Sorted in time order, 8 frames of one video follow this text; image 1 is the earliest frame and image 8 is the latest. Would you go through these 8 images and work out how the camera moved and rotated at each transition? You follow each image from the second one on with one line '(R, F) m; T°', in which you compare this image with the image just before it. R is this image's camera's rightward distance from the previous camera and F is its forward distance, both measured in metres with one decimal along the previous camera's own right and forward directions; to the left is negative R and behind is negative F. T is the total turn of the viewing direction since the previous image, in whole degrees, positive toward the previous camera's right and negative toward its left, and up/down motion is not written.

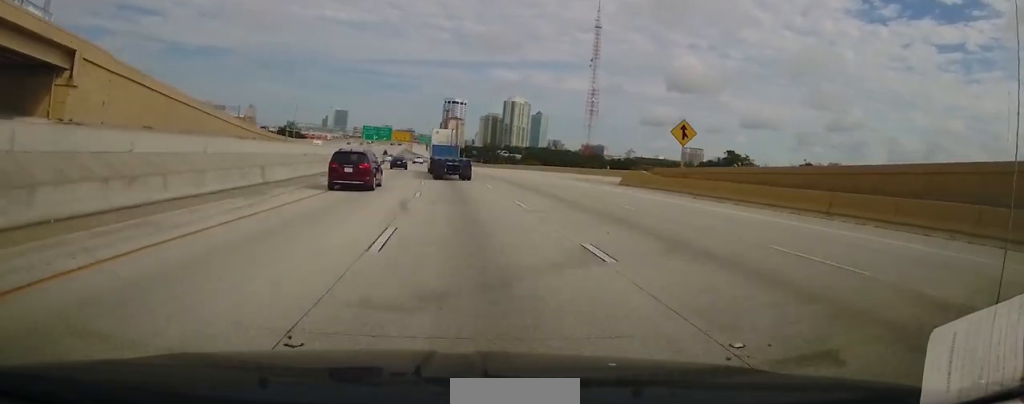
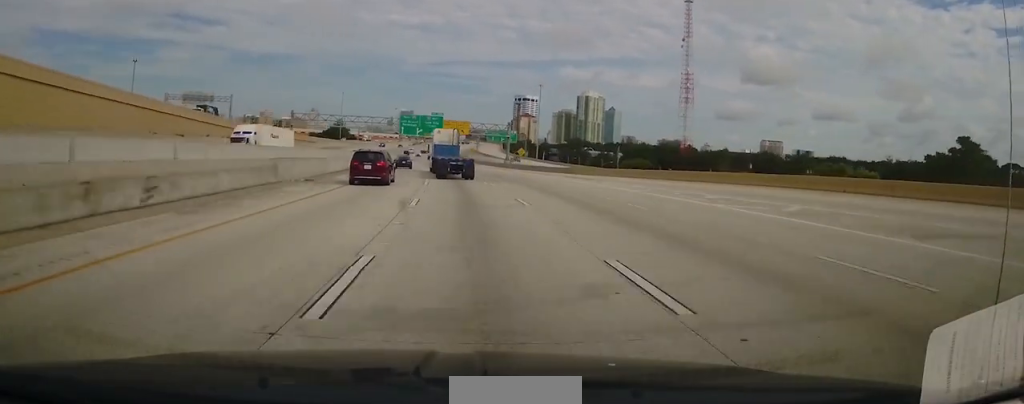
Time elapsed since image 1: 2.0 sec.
(-4.4, +87.5) m; -4°
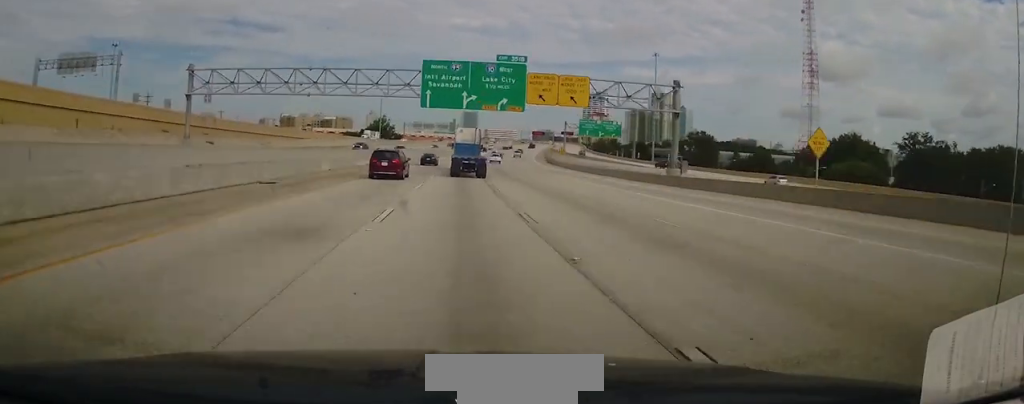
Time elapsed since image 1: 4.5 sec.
(-4.1, +101.1) m; -3°
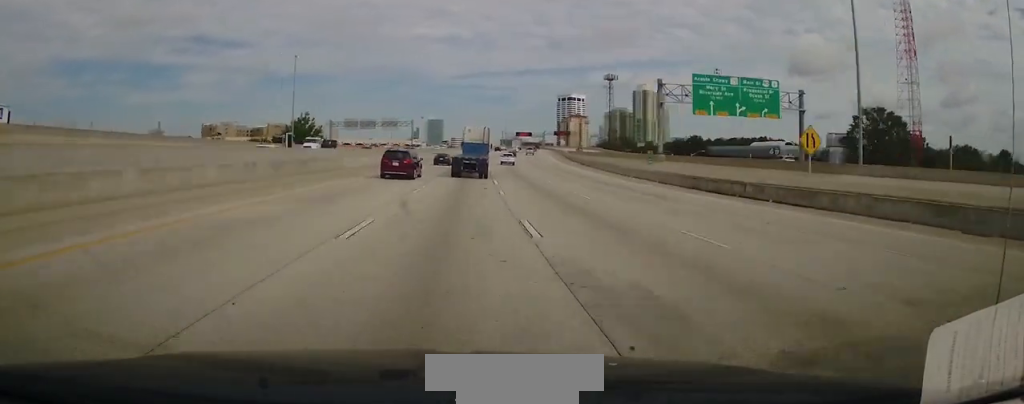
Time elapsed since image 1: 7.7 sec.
(-5.1, +114.1) m; -1°
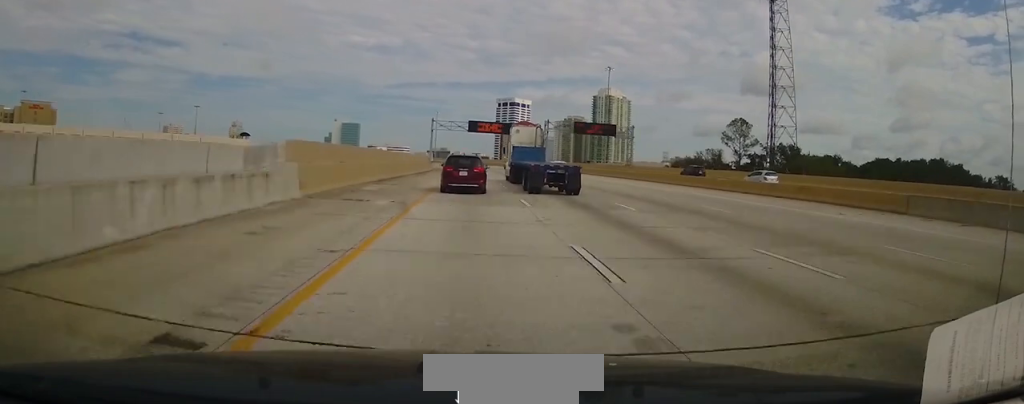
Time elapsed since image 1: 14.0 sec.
(+11.5, +197.0) m; +2°
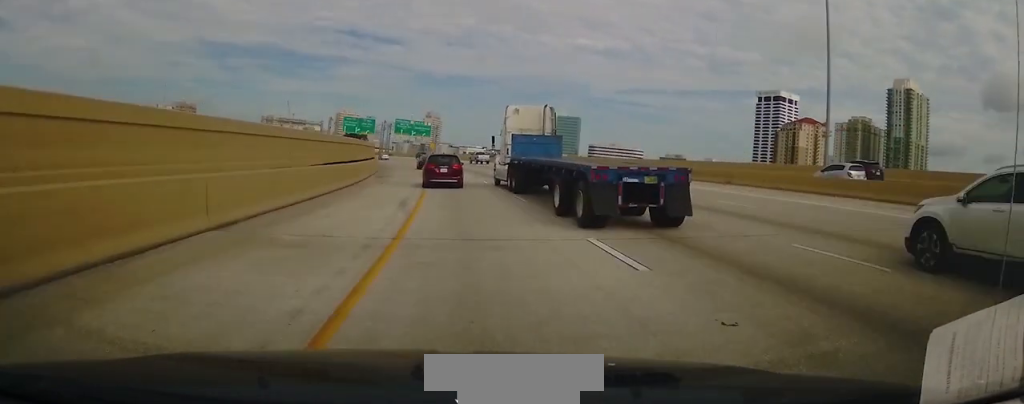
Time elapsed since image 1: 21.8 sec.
(-33.2, +200.8) m; -26°
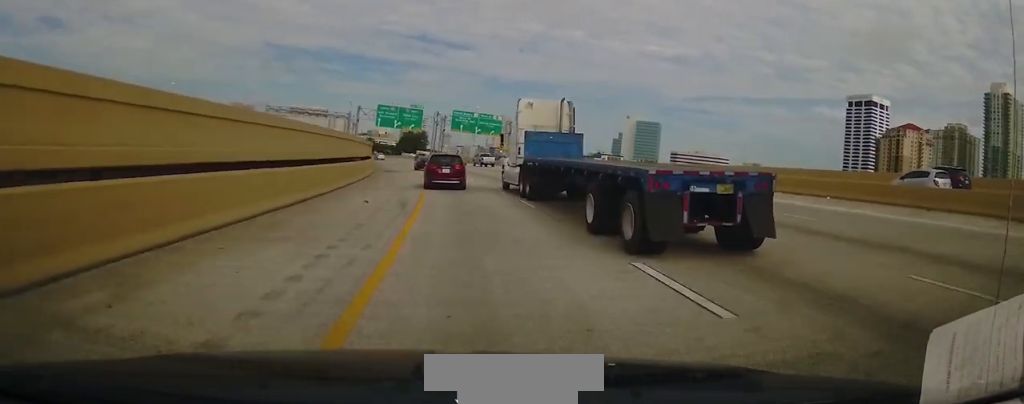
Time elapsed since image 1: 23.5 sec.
(-0.3, +44.1) m; -8°
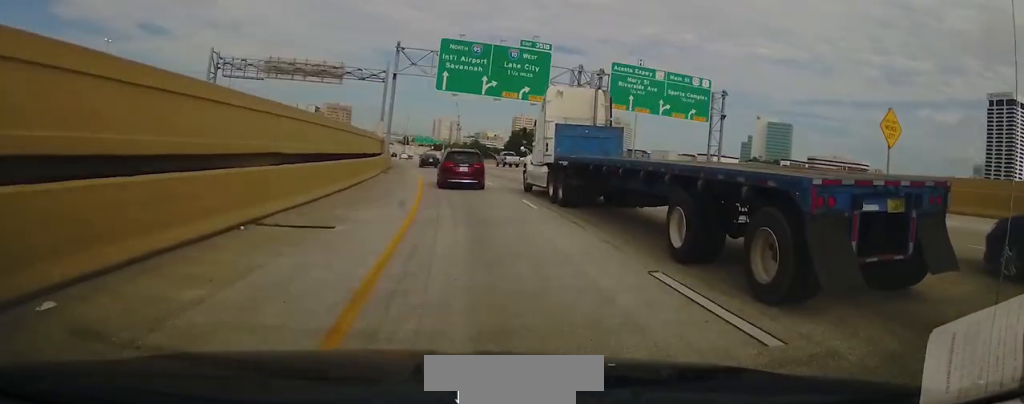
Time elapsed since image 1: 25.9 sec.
(-9.0, +89.6) m; -5°
